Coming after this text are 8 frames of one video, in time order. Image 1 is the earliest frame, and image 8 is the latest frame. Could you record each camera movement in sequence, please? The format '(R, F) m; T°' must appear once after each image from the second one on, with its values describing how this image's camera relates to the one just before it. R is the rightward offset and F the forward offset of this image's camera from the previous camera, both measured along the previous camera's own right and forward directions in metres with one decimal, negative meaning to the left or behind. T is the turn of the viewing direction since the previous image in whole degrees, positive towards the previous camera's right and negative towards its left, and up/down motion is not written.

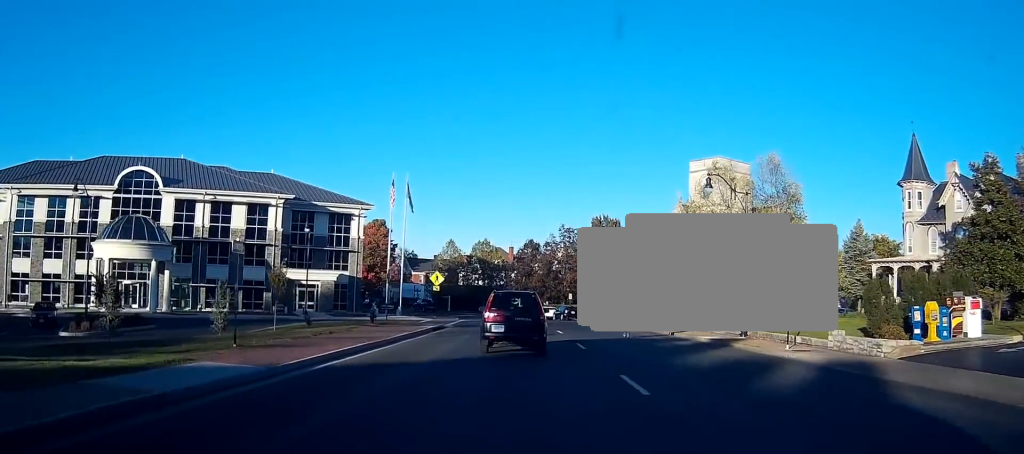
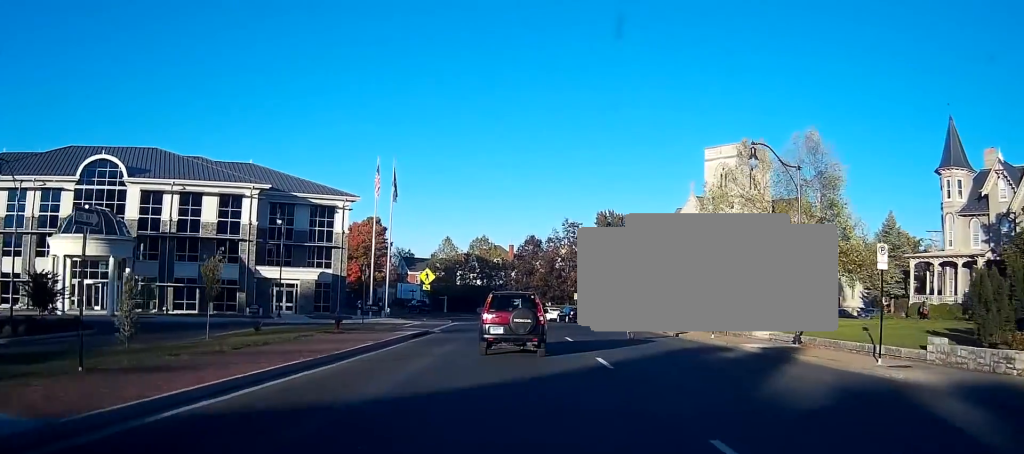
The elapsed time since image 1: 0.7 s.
(-0.1, +6.9) m; -1°
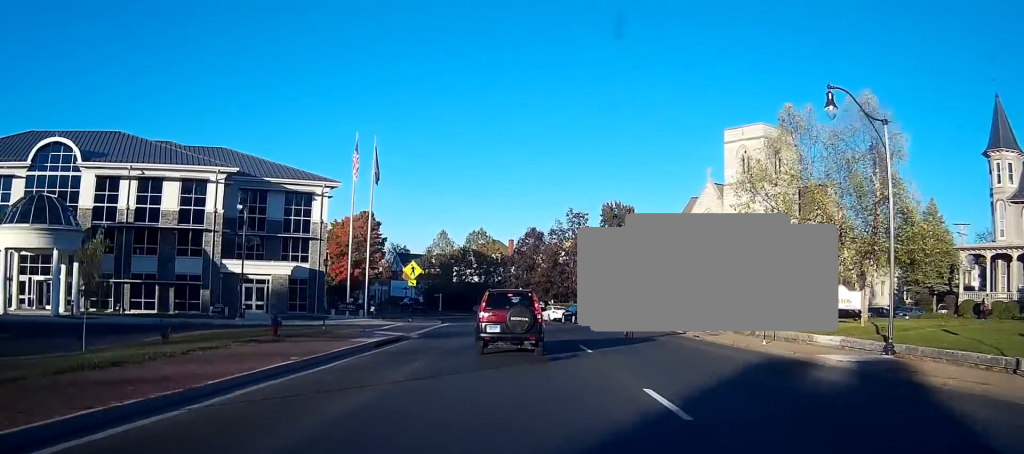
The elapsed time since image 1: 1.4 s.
(+0.1, +7.5) m; -1°
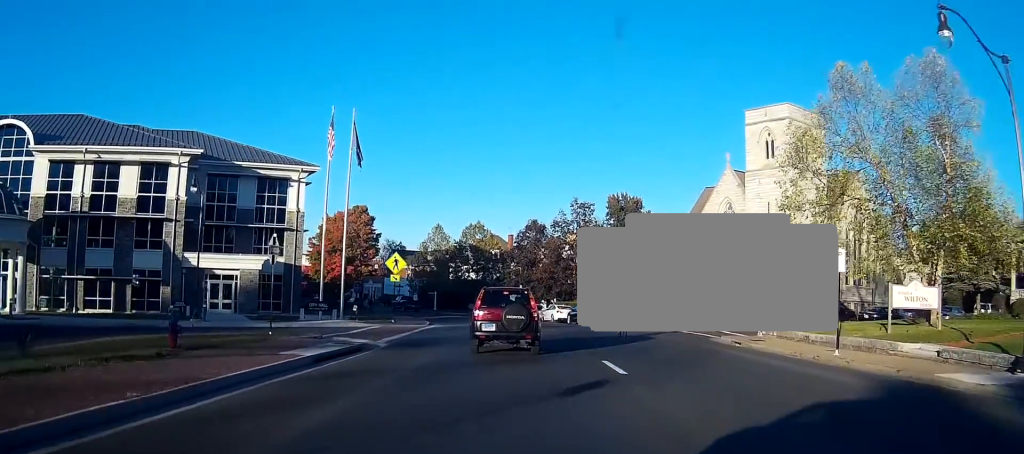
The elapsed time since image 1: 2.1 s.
(-0.2, +6.8) m; -1°
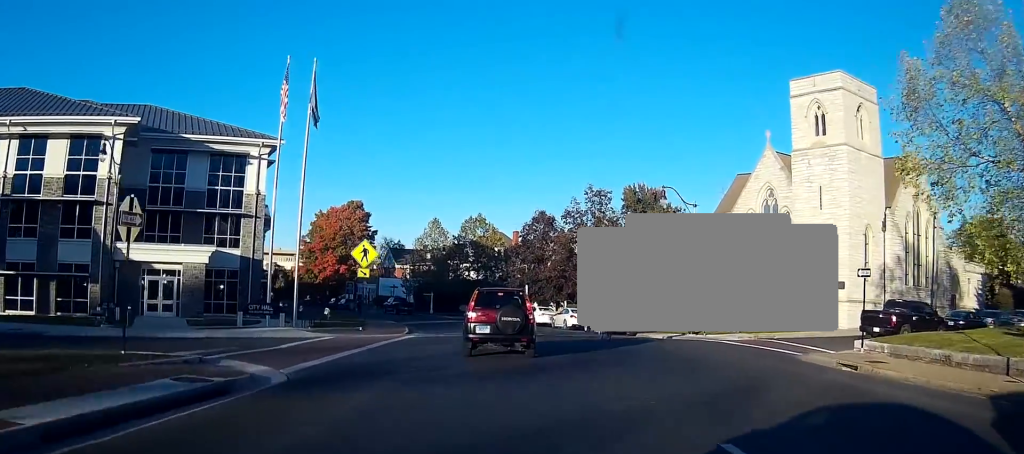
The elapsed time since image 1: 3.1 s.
(-0.2, +10.1) m; -1°
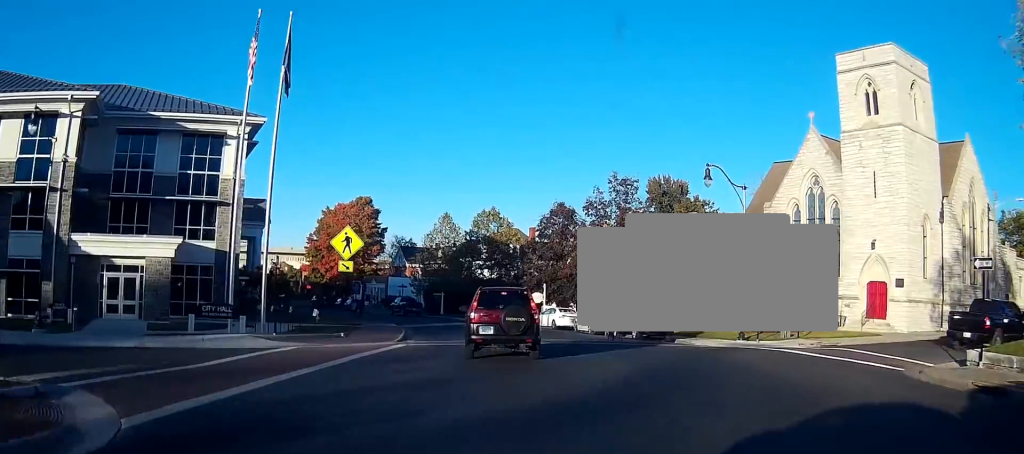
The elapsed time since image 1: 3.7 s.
(0.0, +6.3) m; -1°
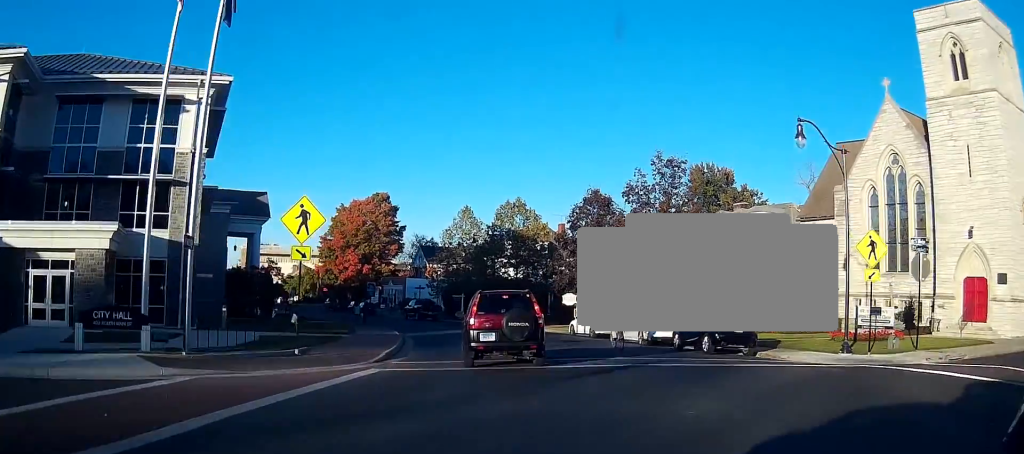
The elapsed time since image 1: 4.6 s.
(-0.1, +8.5) m; -2°
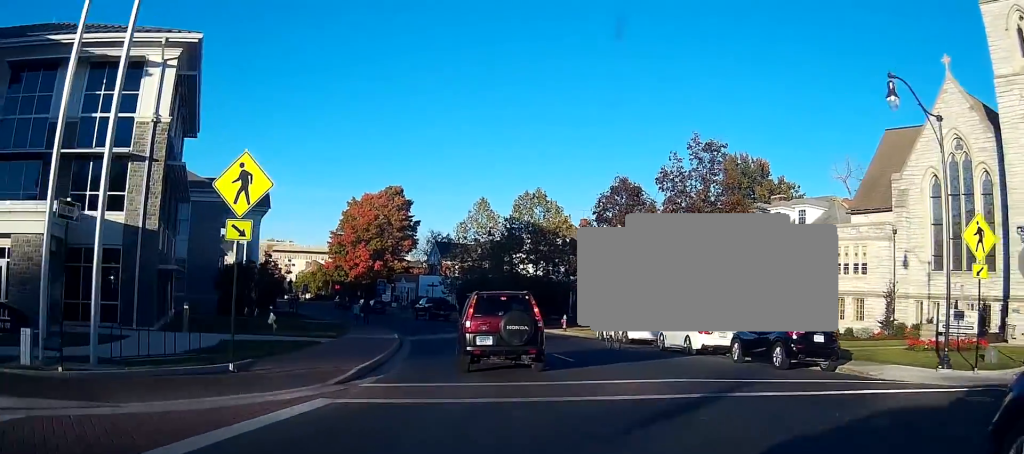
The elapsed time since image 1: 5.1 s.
(-0.1, +5.4) m; -2°
